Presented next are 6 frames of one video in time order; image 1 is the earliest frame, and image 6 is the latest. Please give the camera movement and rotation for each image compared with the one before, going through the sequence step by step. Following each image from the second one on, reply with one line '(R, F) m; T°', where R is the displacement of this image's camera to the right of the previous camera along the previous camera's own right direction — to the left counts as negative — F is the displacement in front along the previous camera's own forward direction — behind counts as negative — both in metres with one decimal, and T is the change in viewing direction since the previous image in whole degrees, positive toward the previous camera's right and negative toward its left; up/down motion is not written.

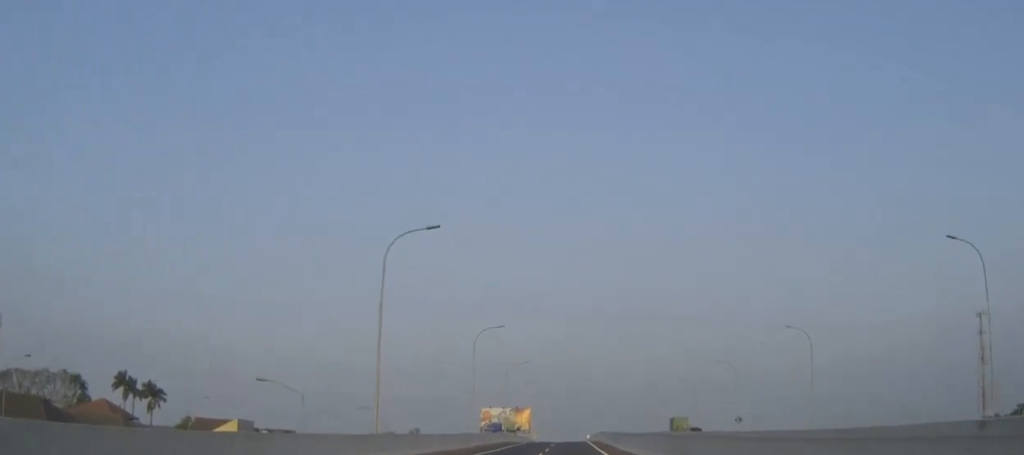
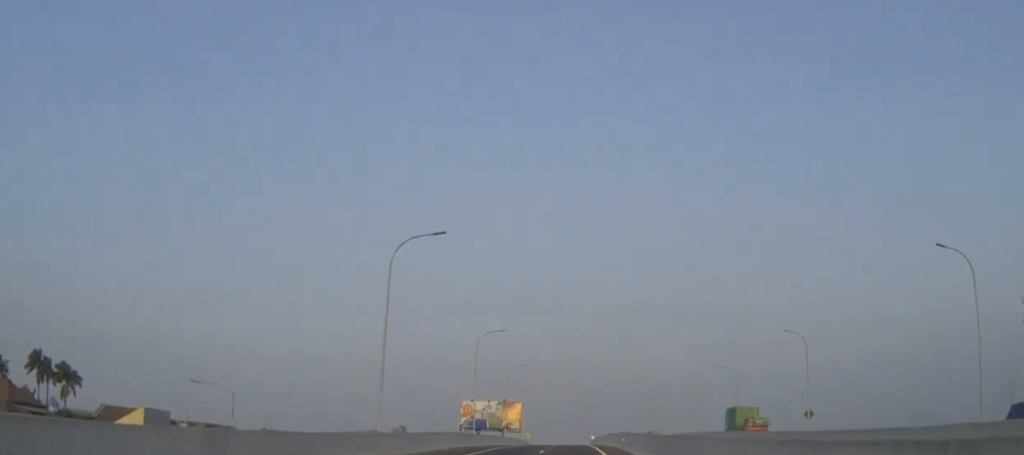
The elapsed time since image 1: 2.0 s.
(+0.1, +35.2) m; 0°
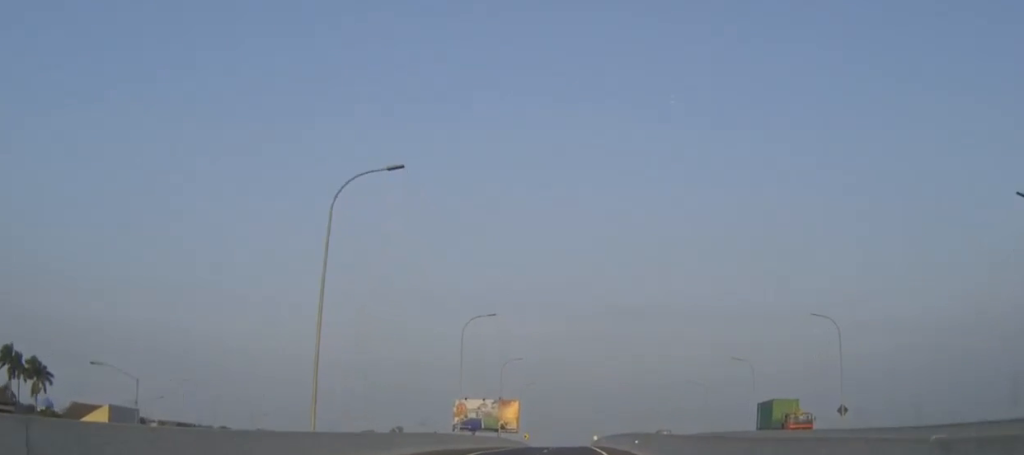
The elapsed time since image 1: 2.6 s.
(0.0, +10.2) m; 0°
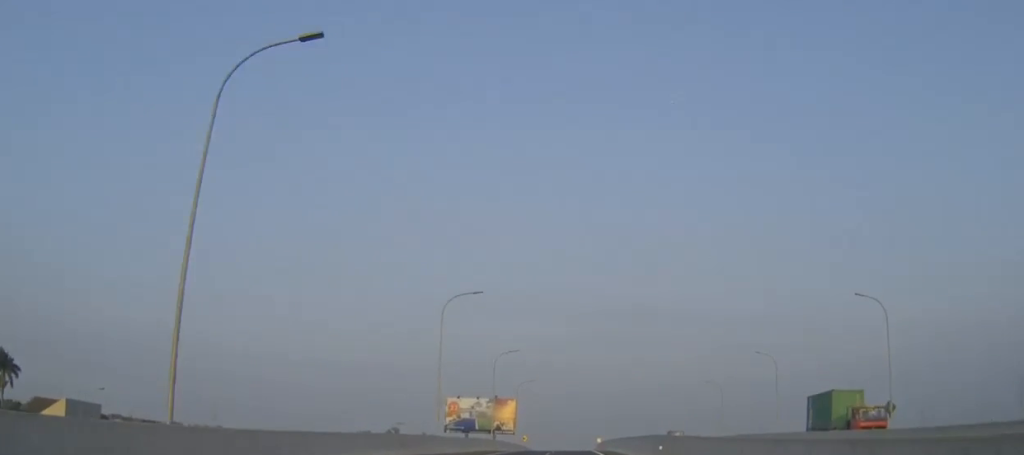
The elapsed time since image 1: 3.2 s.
(0.0, +10.9) m; 0°
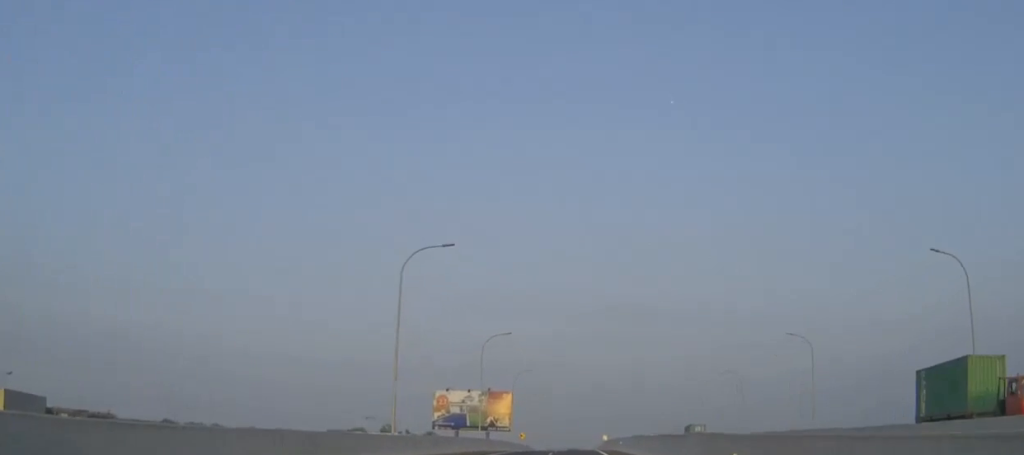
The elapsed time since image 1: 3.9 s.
(0.0, +13.5) m; 0°
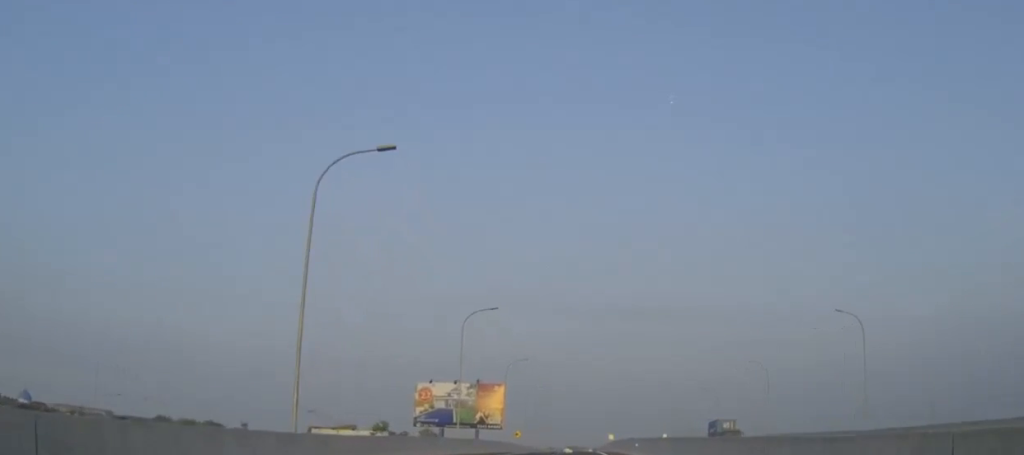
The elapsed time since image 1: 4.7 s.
(0.0, +14.6) m; 0°
